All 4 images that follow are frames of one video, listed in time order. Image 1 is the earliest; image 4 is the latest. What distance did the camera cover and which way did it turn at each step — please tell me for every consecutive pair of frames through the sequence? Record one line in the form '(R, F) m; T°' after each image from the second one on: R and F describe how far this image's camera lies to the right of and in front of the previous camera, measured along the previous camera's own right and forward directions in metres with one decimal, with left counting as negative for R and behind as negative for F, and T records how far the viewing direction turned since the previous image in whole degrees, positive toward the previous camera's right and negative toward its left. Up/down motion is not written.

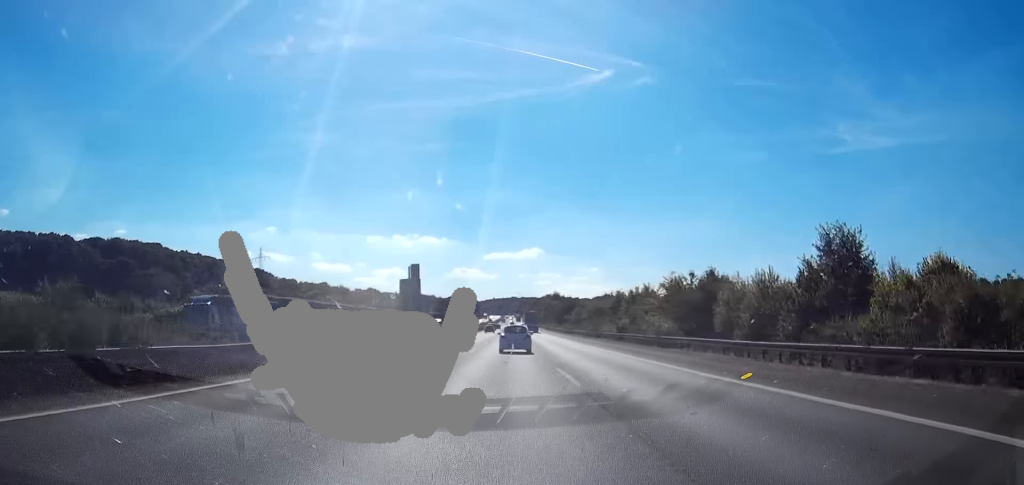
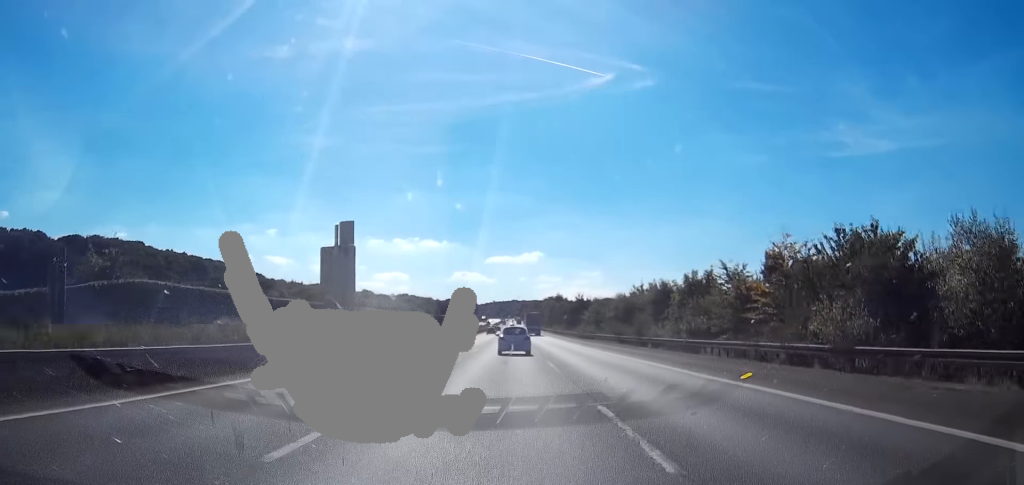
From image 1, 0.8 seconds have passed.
(0.0, +27.6) m; 0°
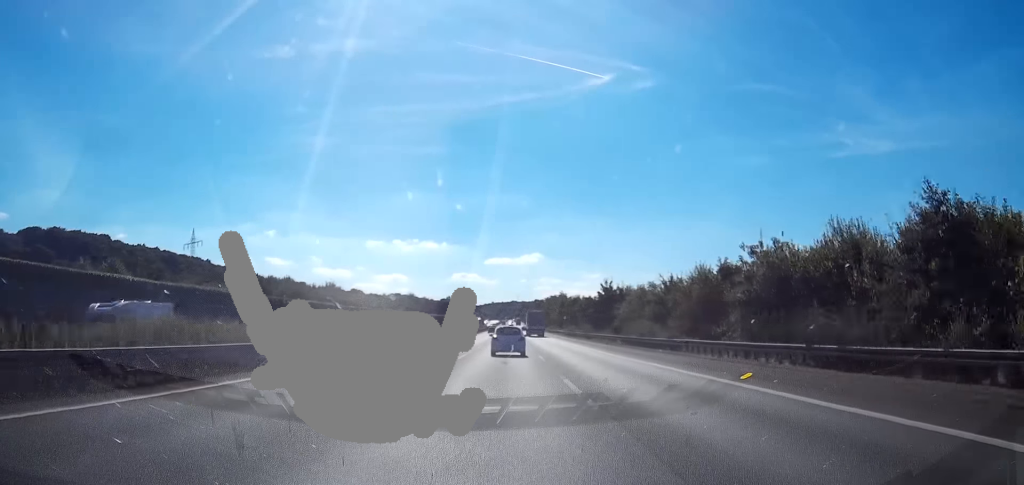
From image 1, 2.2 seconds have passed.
(0.0, +45.0) m; 0°
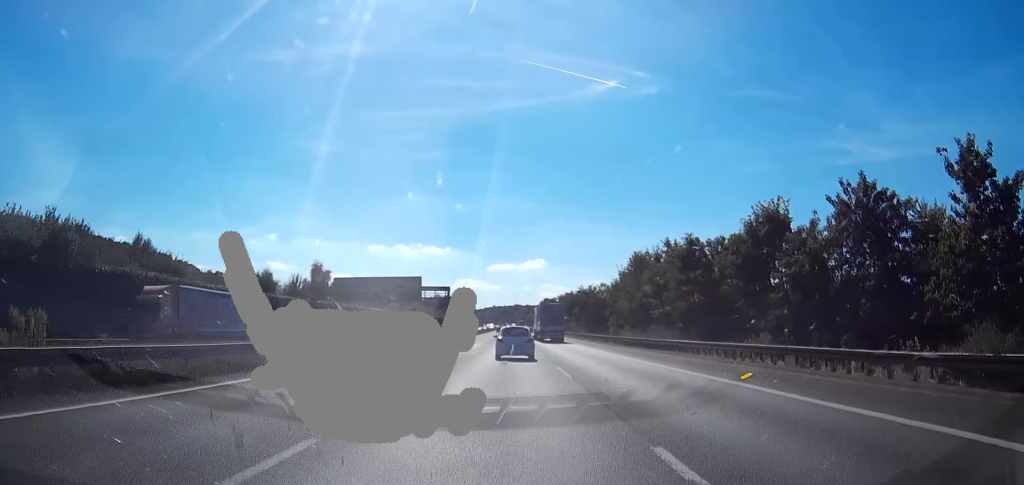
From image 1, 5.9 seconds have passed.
(-1.0, +120.5) m; -1°
